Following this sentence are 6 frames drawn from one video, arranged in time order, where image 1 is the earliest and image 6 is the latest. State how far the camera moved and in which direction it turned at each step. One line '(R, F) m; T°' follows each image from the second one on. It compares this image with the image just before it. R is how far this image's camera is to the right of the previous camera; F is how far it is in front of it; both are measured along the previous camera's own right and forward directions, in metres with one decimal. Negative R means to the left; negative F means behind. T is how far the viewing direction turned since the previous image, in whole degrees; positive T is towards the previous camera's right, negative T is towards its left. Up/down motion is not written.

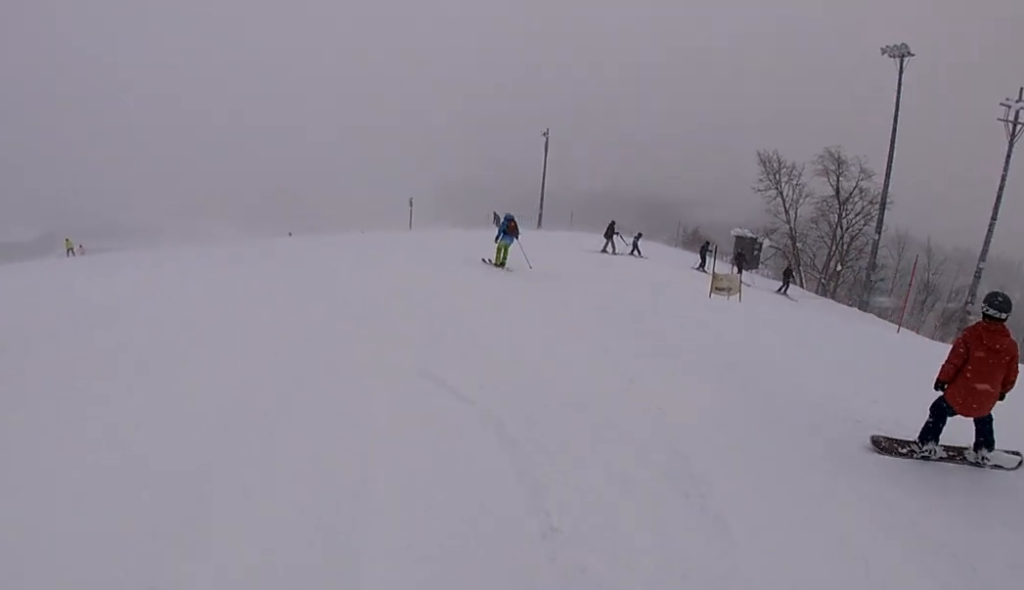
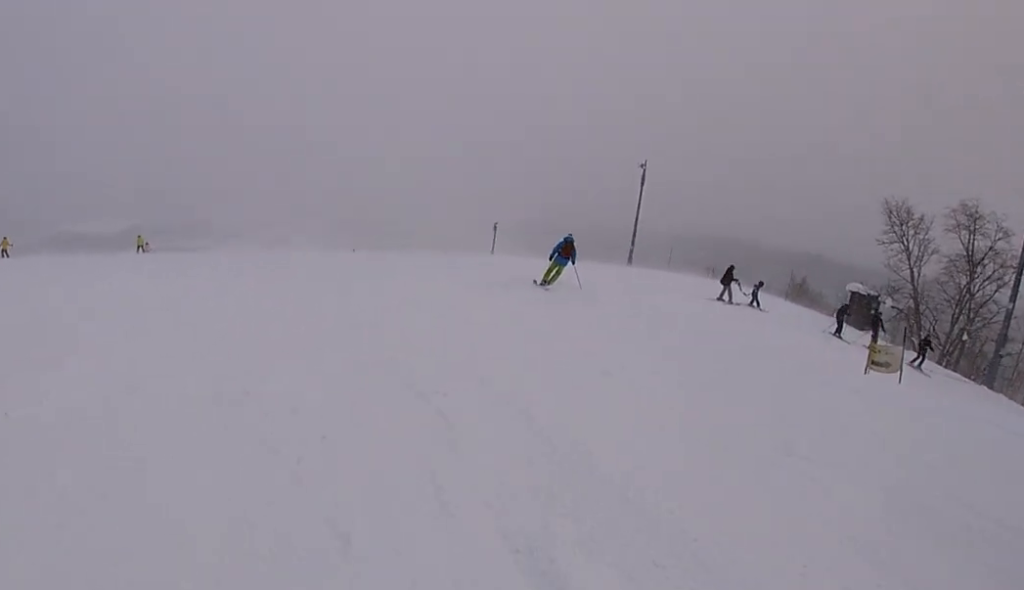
(-0.5, +3.4) m; -5°
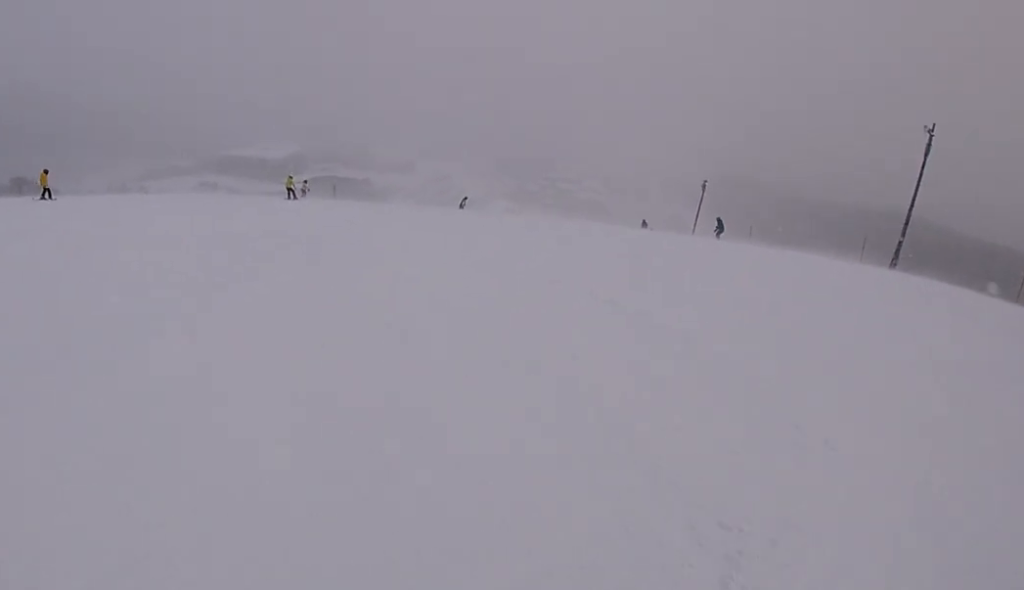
(-1.8, +13.7) m; -9°
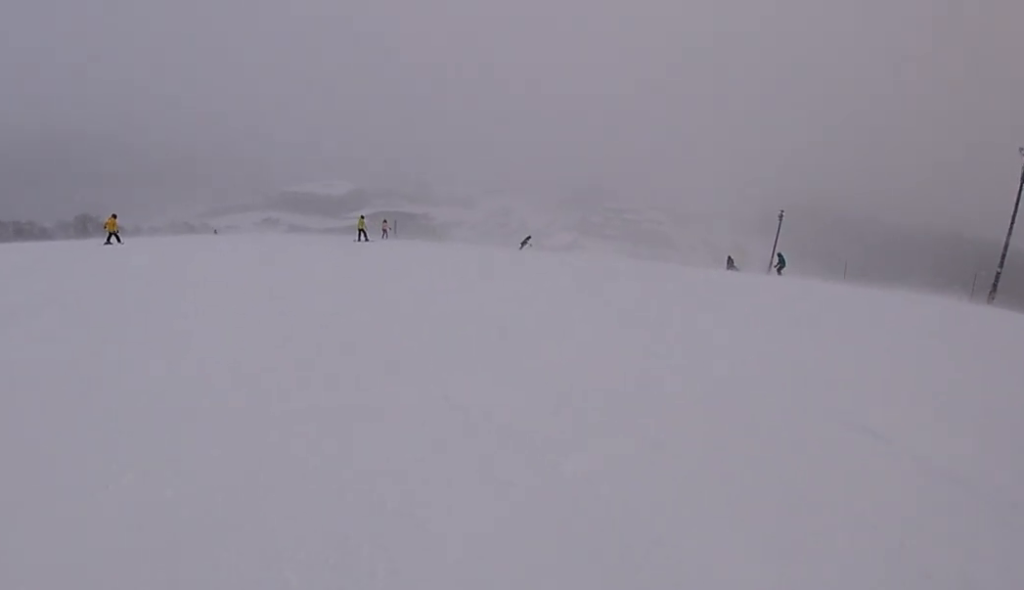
(+0.1, +3.1) m; +4°
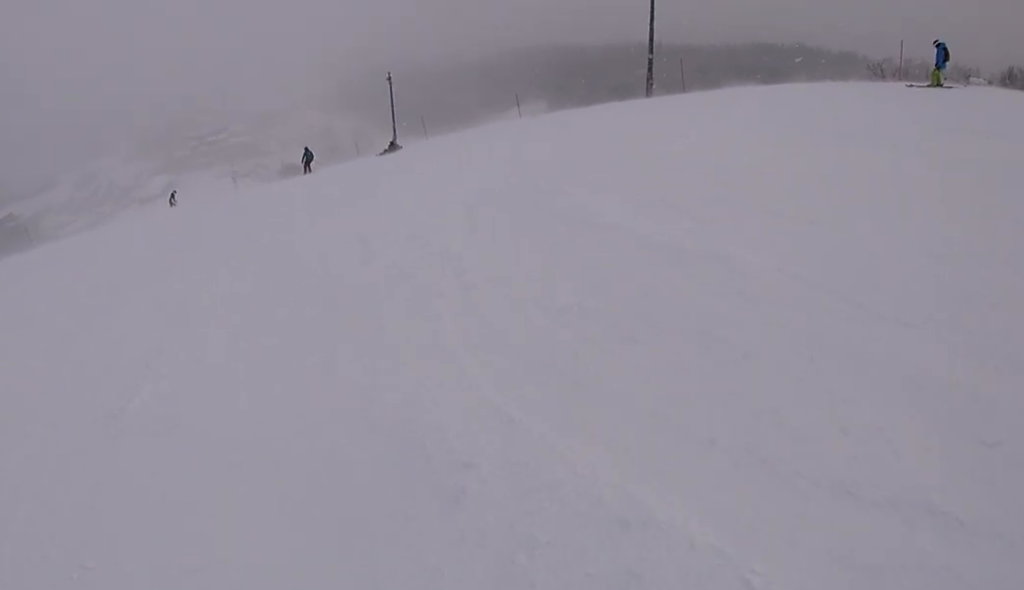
(+2.1, +10.1) m; +15°
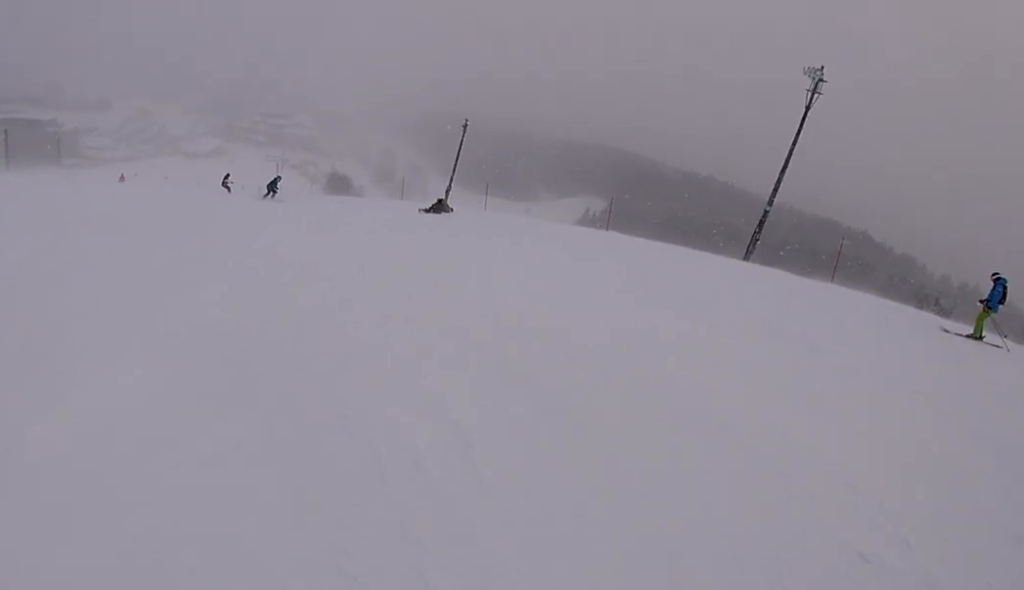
(-0.2, +8.5) m; -7°
